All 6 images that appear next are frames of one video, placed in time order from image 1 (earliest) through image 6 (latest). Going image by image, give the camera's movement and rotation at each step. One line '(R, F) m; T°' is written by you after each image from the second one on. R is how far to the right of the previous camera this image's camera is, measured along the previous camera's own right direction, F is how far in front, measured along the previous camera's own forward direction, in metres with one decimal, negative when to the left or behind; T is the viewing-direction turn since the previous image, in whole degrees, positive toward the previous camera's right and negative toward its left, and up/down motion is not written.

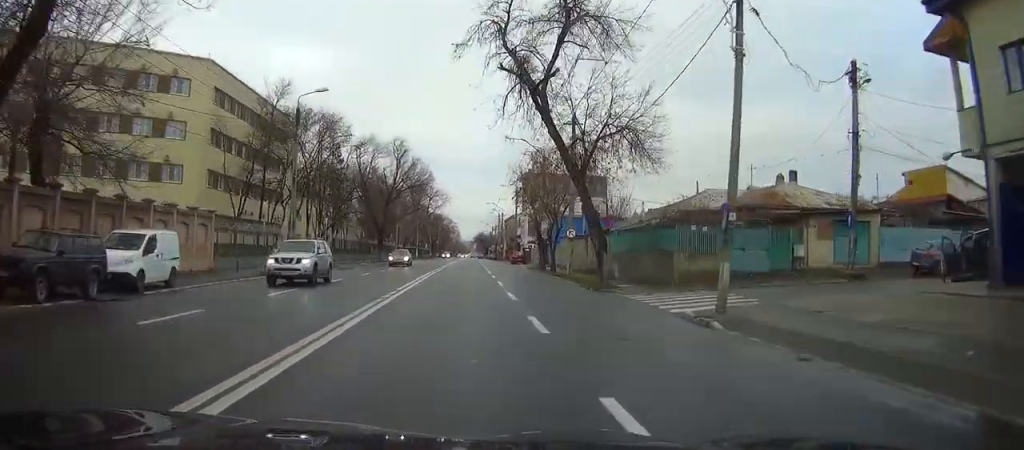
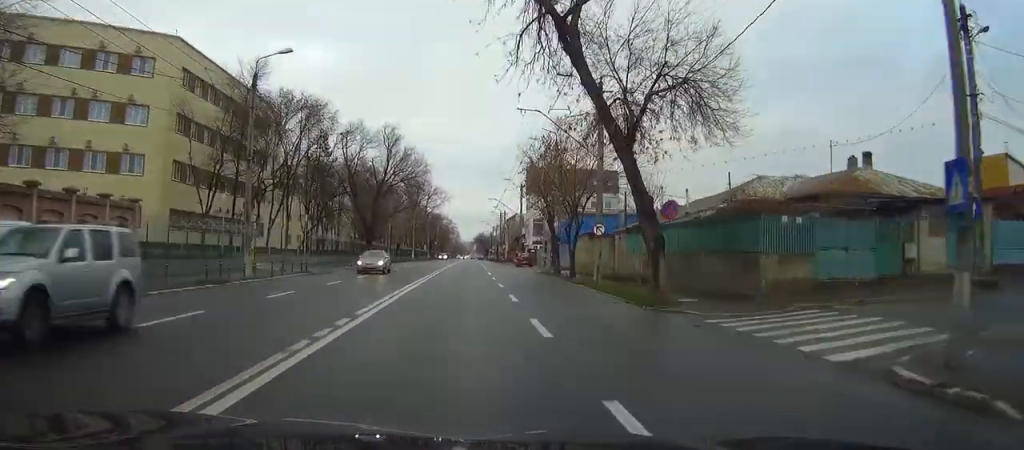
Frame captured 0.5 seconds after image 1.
(0.0, +8.8) m; 0°
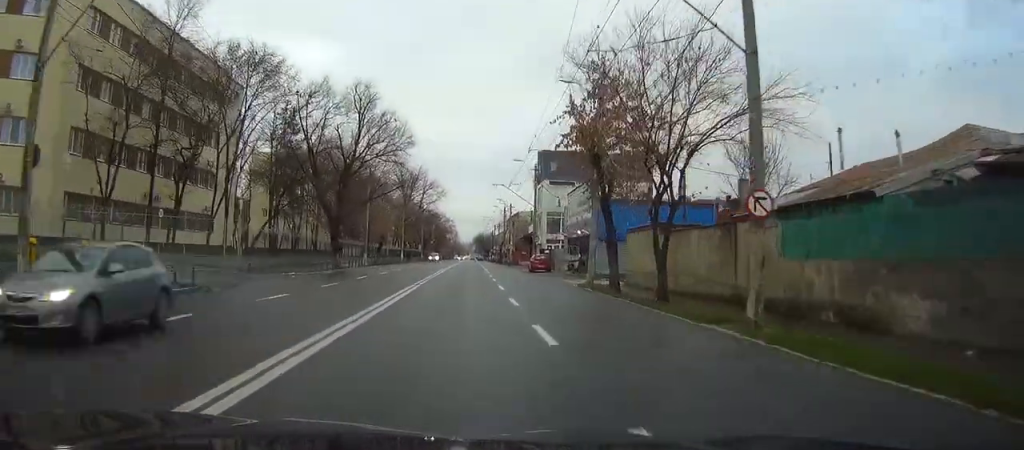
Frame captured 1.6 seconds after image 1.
(+0.1, +18.1) m; +1°
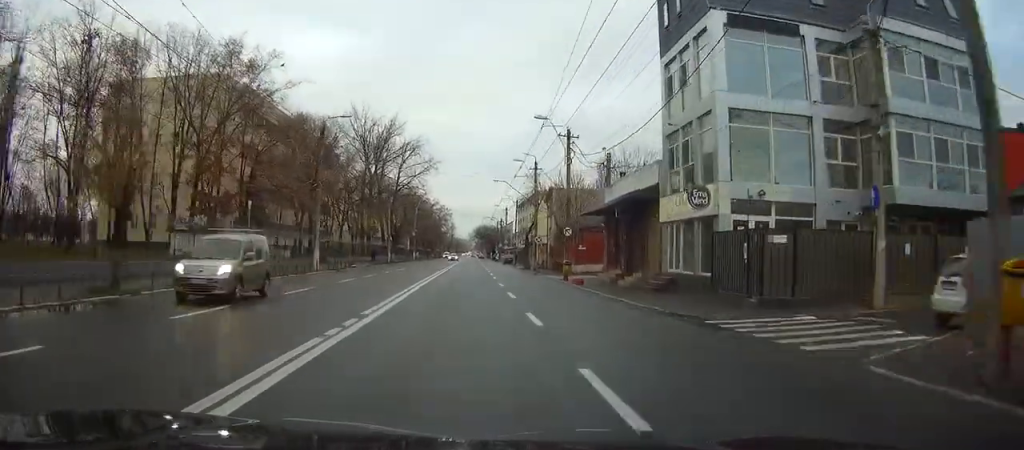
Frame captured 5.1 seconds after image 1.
(+0.2, +58.0) m; 0°
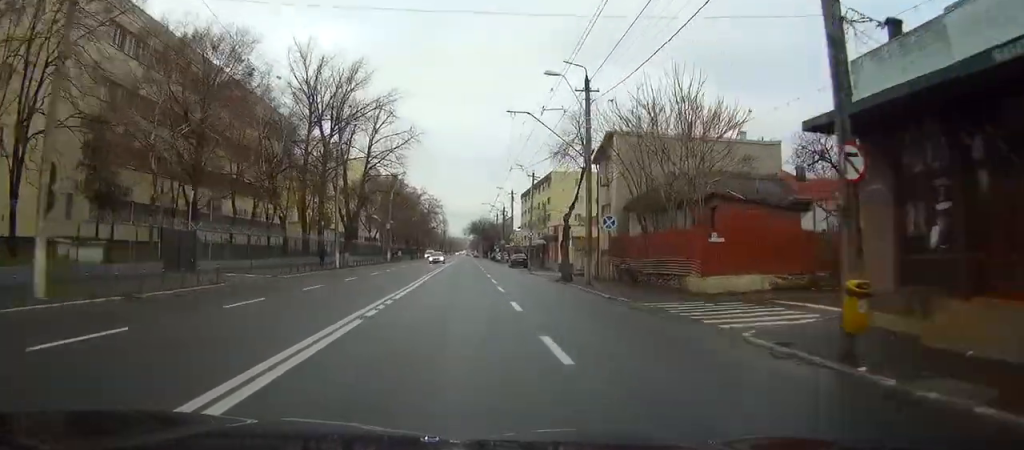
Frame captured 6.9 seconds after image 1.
(-0.2, +31.3) m; 0°
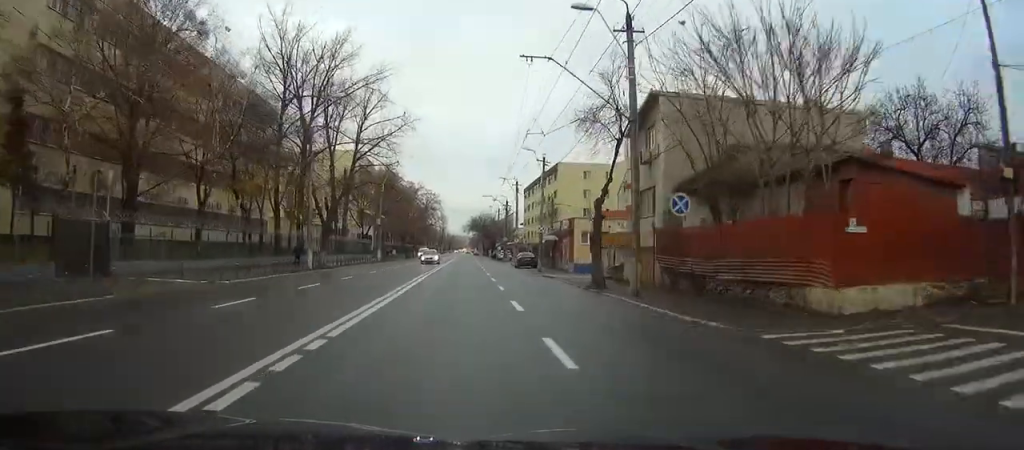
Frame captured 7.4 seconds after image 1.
(+0.1, +9.4) m; 0°
